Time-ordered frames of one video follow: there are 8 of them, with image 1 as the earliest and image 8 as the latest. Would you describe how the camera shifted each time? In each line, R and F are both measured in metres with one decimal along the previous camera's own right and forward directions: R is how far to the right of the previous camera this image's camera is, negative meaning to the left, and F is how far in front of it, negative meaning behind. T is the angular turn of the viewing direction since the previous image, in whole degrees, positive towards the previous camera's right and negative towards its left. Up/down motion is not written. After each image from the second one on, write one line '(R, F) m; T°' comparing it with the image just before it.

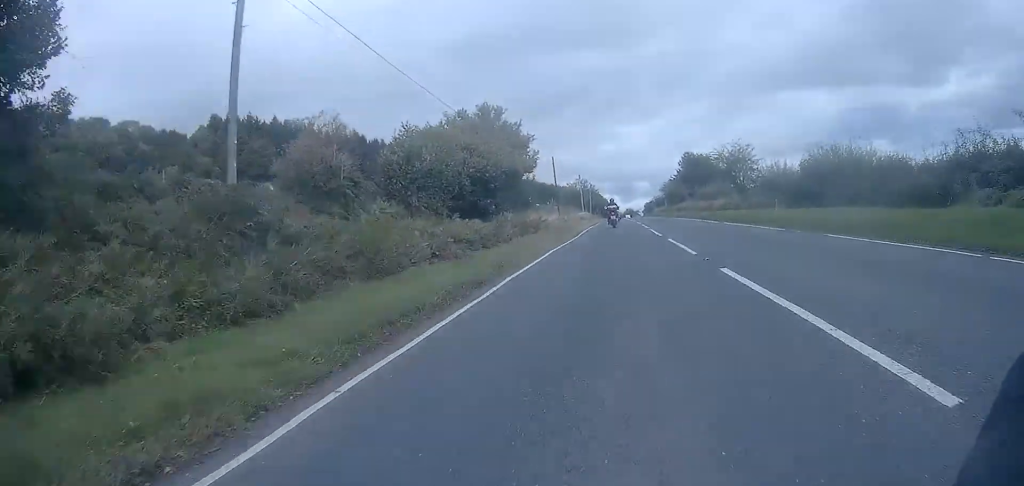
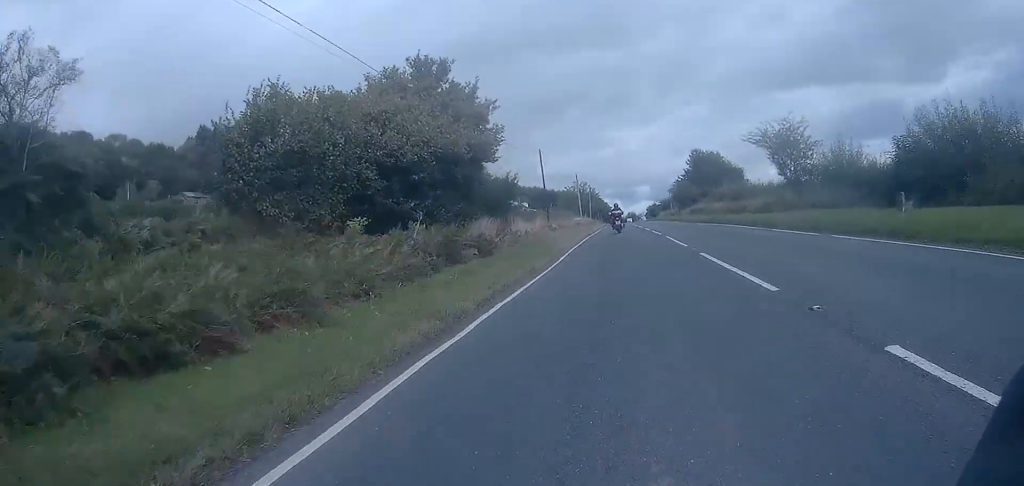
(0.0, +14.4) m; -1°
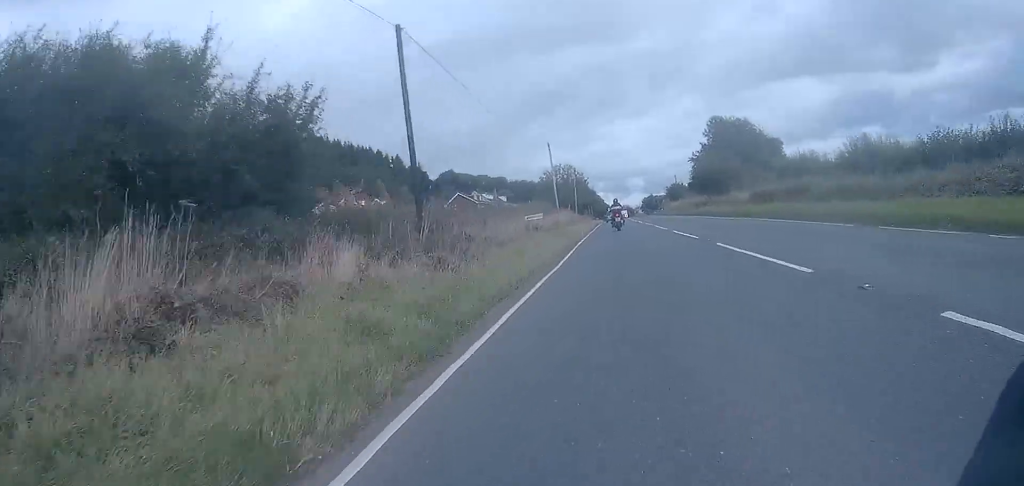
(-0.3, +35.2) m; 0°
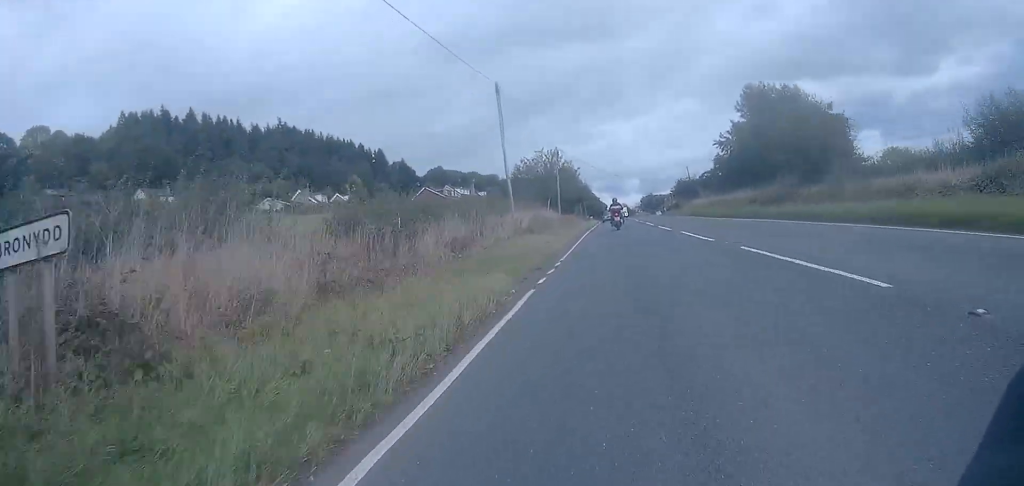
(+0.2, +28.3) m; 0°
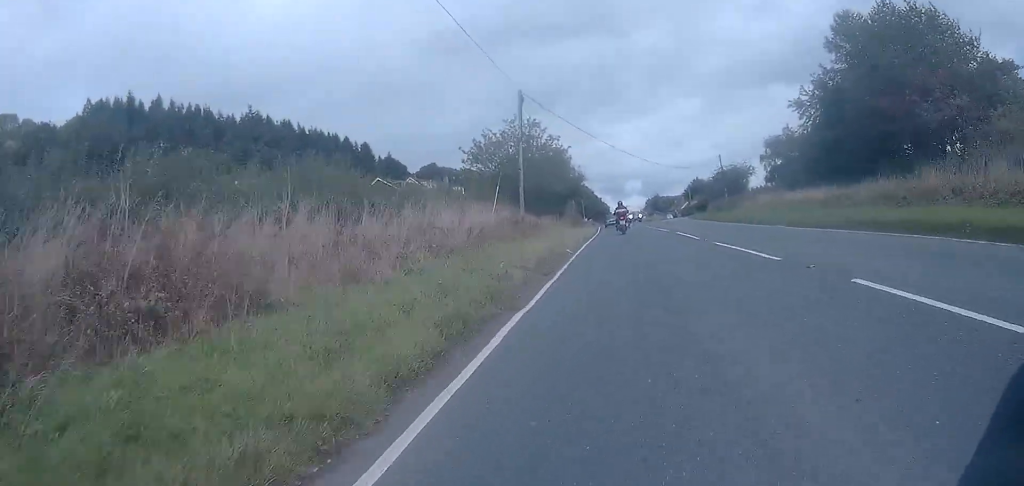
(0.0, +31.2) m; 0°
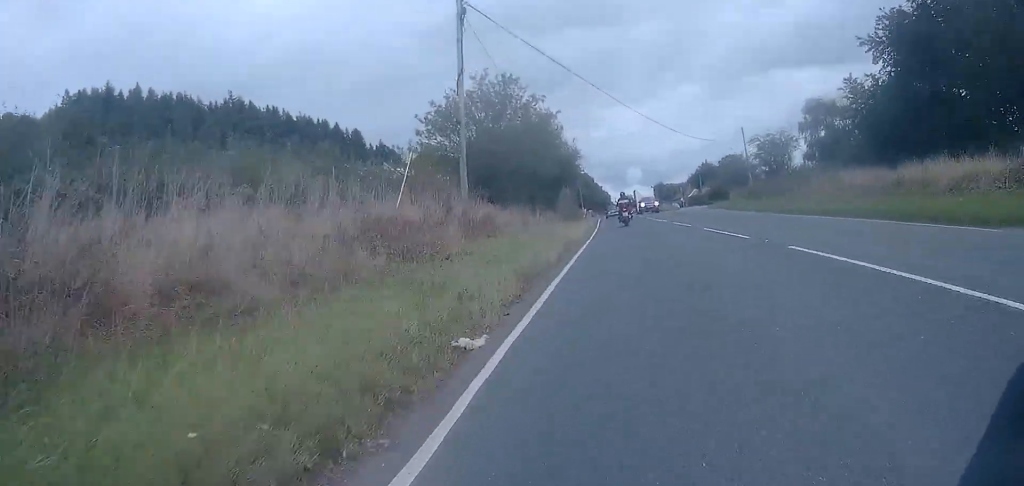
(0.0, +14.6) m; 0°
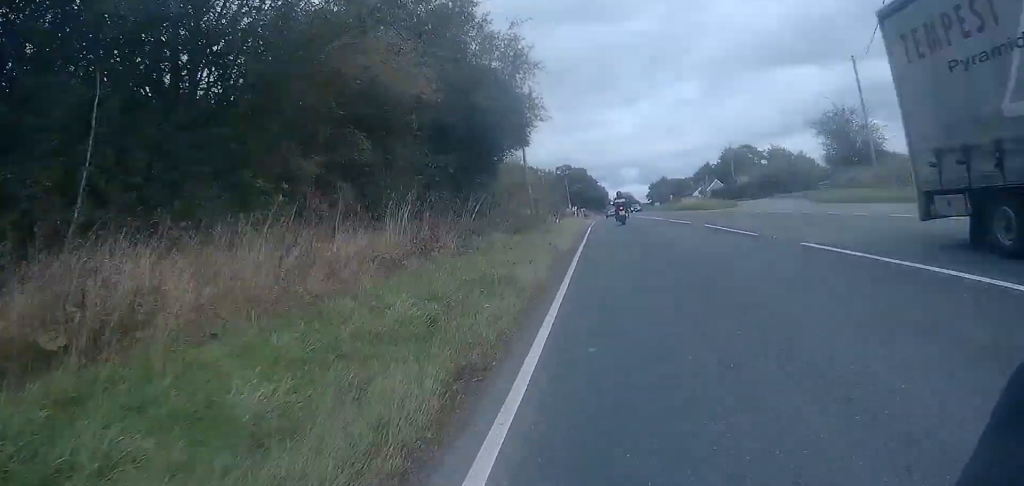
(+0.1, +35.8) m; 0°
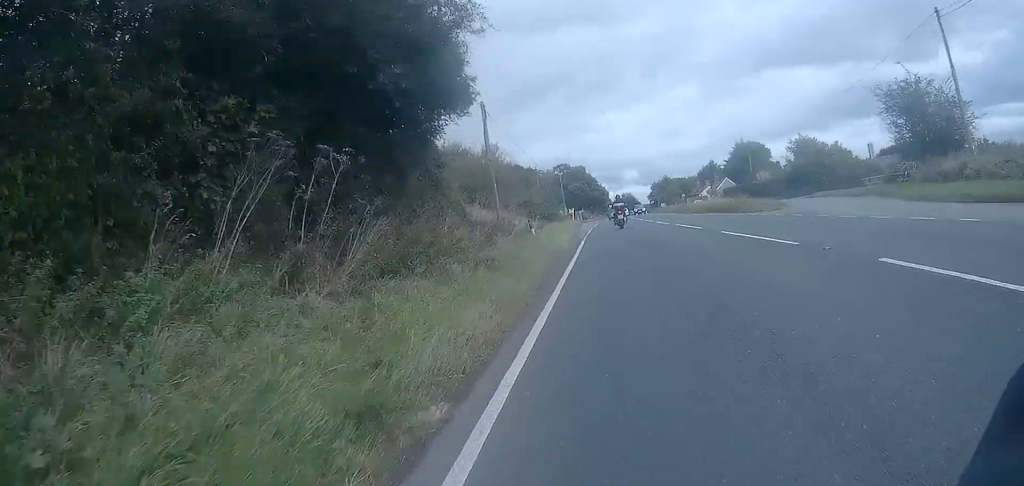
(0.0, +11.7) m; 0°
